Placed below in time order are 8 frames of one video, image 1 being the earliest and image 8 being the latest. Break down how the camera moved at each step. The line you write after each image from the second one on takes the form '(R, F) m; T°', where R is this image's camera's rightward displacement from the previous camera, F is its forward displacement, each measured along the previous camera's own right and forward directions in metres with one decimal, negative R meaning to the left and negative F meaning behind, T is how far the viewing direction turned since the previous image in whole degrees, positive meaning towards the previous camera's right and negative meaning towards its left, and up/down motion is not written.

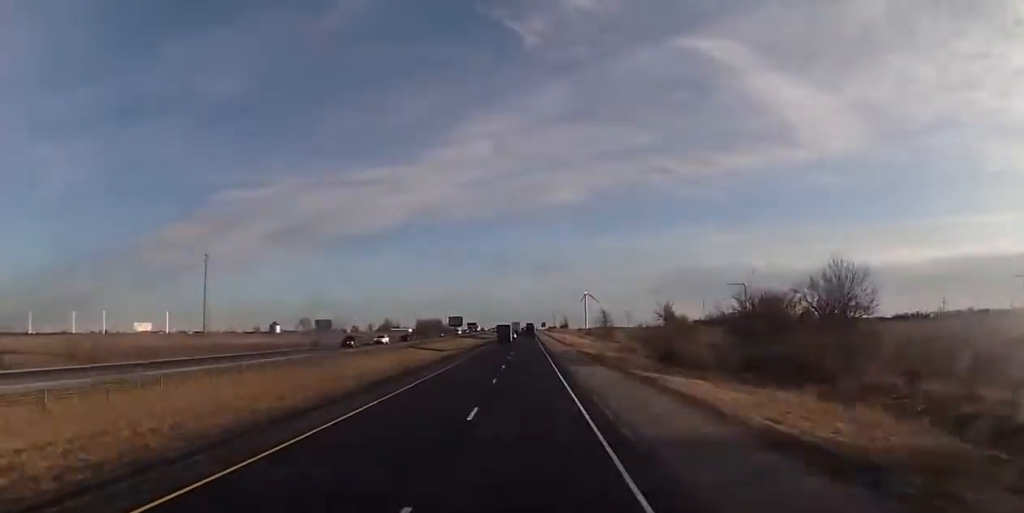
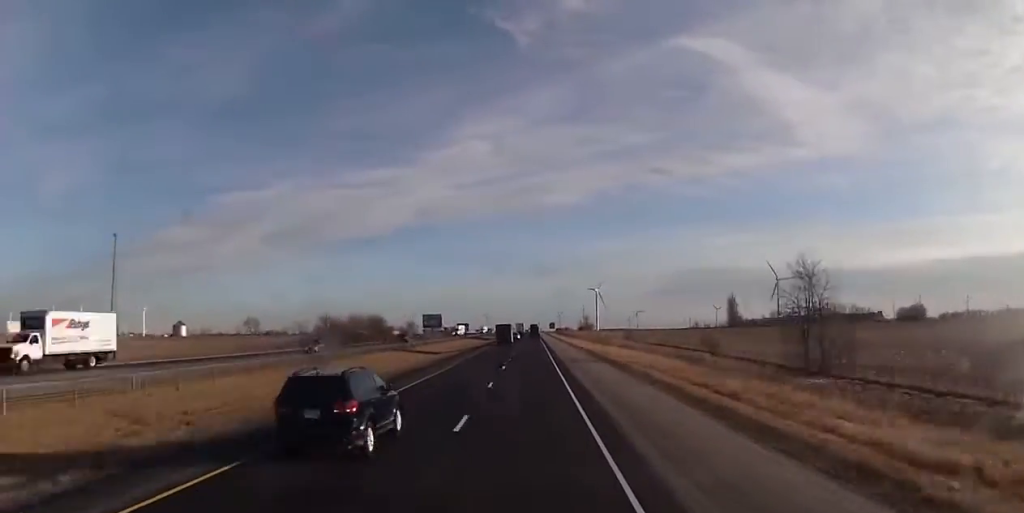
(+0.5, +160.0) m; 0°
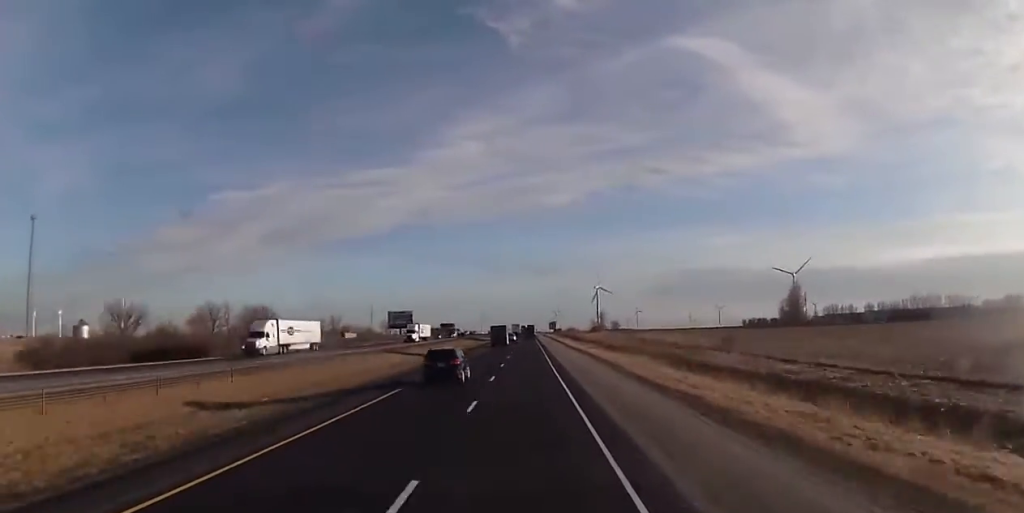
(-0.1, +97.5) m; 0°
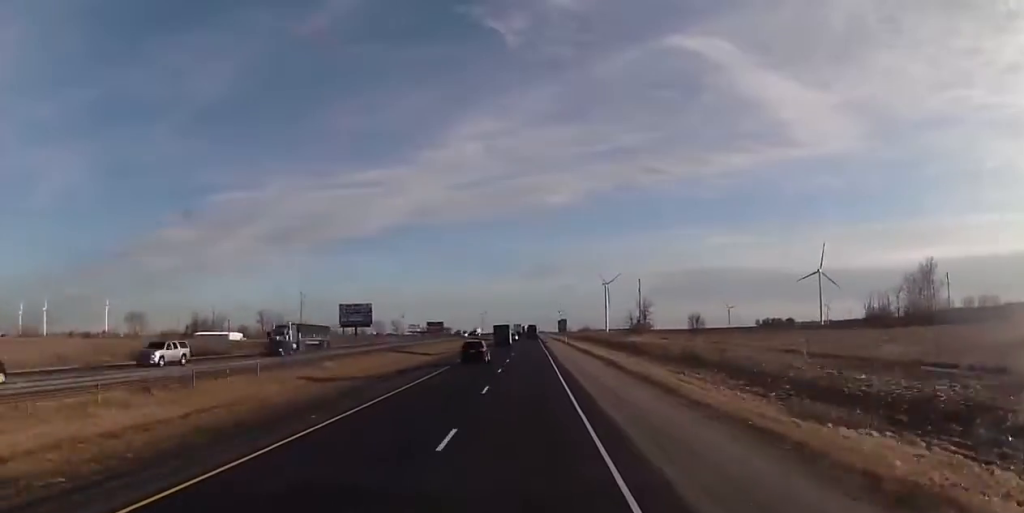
(-0.2, +93.0) m; 0°
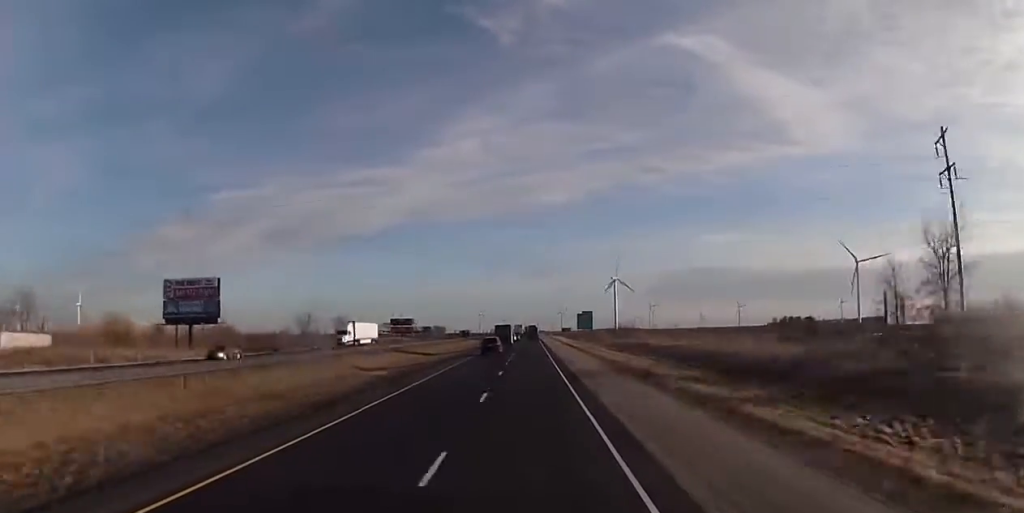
(0.0, +125.5) m; 0°
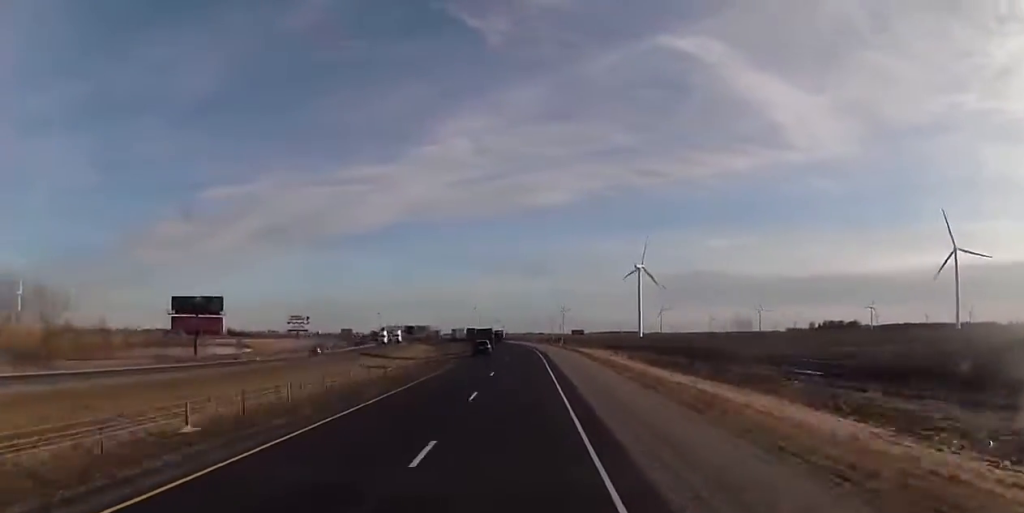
(-2.2, +232.0) m; -4°
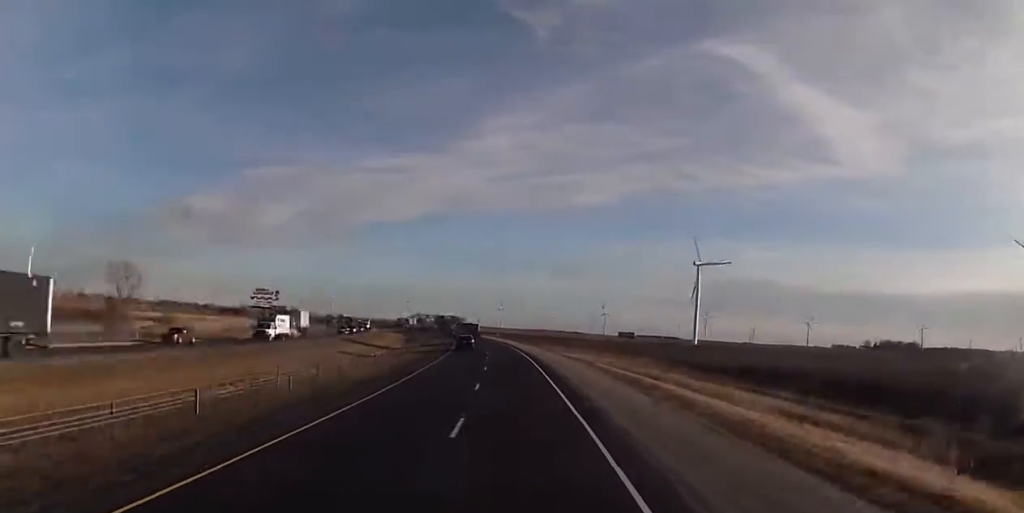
(-1.7, +95.0) m; -4°
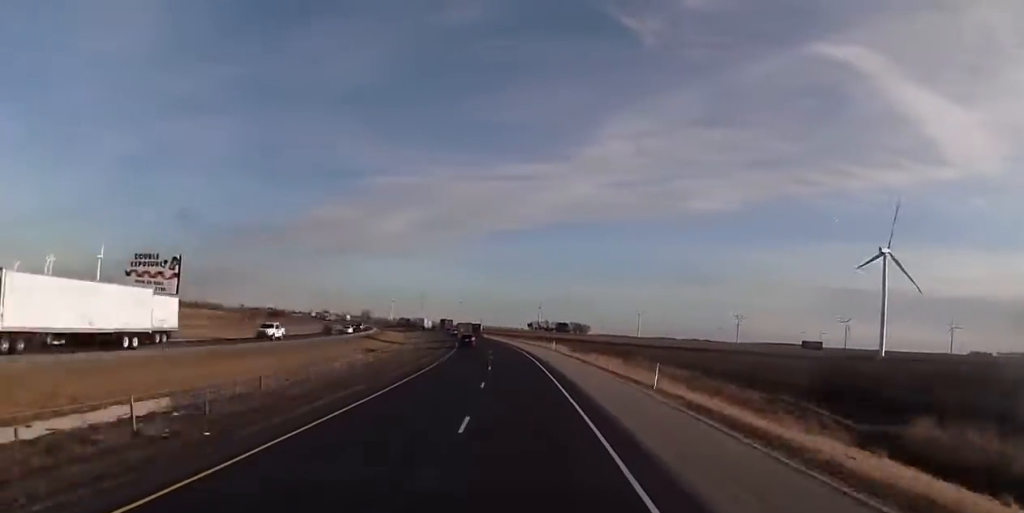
(-13.9, +158.4) m; -10°
